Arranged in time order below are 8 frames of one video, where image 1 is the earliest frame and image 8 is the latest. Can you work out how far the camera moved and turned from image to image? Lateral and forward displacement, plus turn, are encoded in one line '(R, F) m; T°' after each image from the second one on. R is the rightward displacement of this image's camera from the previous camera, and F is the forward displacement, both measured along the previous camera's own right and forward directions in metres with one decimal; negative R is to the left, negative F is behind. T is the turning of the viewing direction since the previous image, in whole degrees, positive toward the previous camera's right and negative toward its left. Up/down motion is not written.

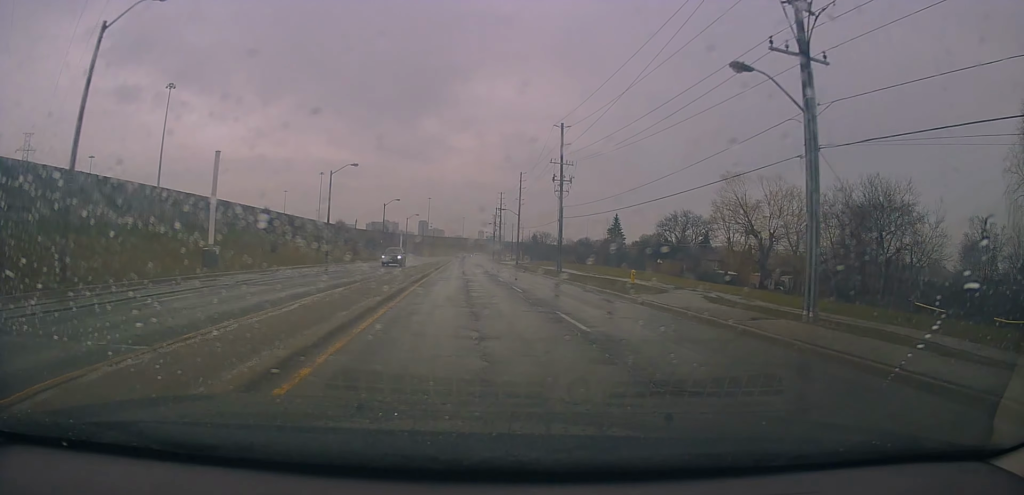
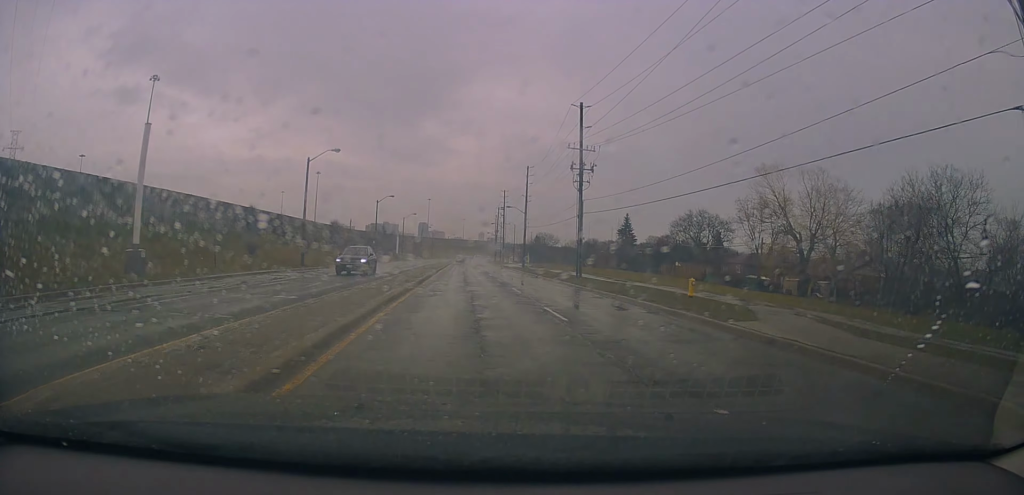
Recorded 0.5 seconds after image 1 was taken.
(0.0, +9.4) m; +1°
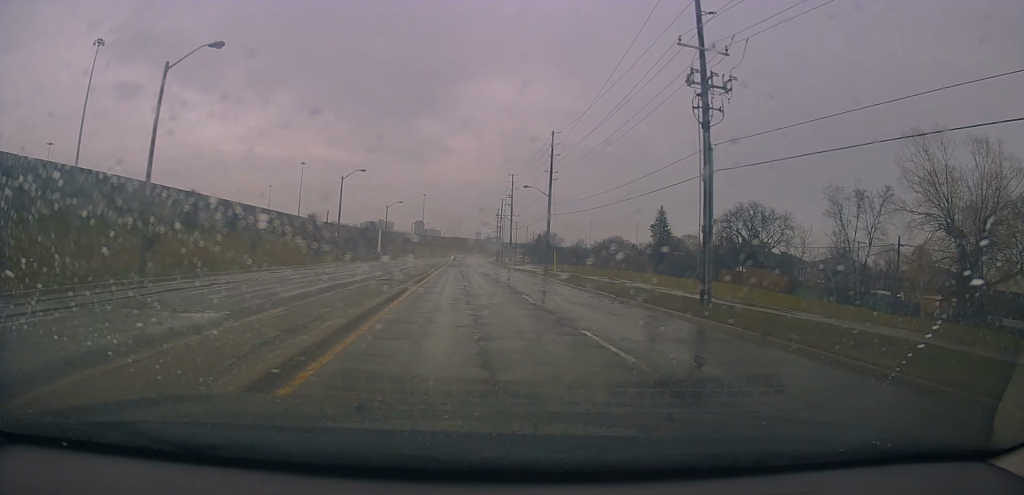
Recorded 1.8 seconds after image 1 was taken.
(+0.8, +24.6) m; +2°
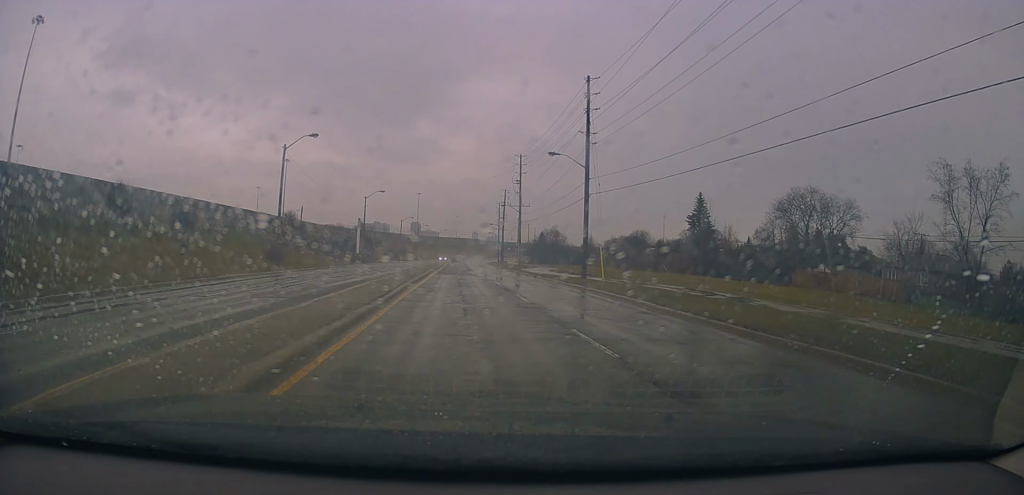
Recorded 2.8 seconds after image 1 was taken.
(-0.1, +19.7) m; -1°
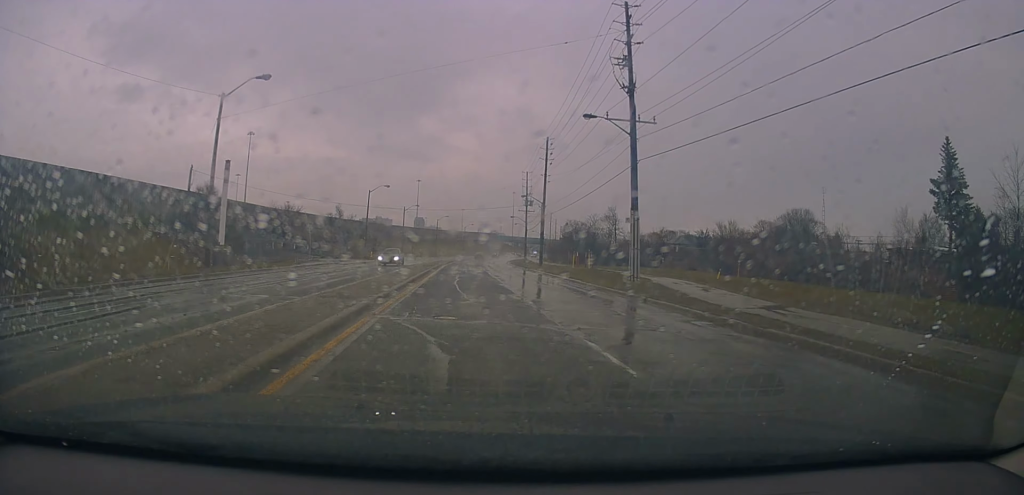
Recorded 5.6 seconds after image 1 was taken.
(-0.5, +51.4) m; +2°
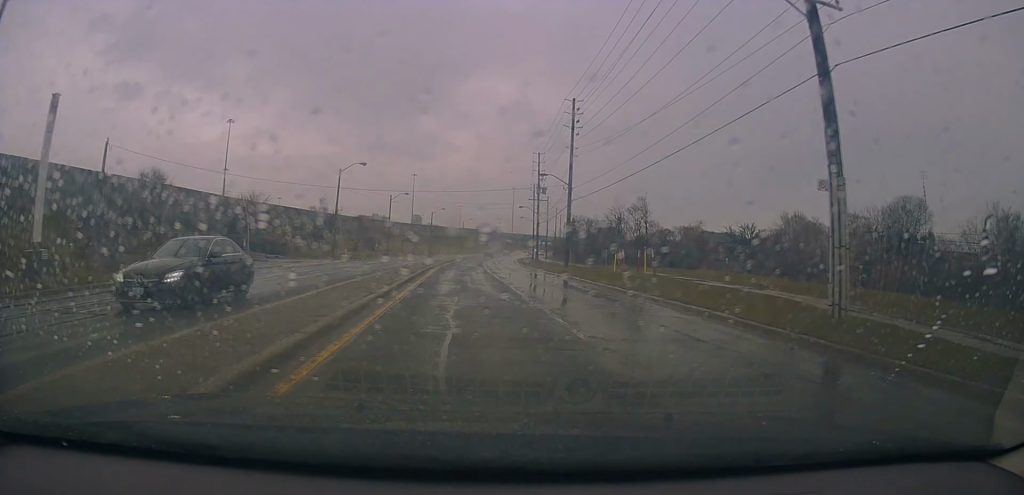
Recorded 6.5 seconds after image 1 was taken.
(+0.2, +17.2) m; 0°
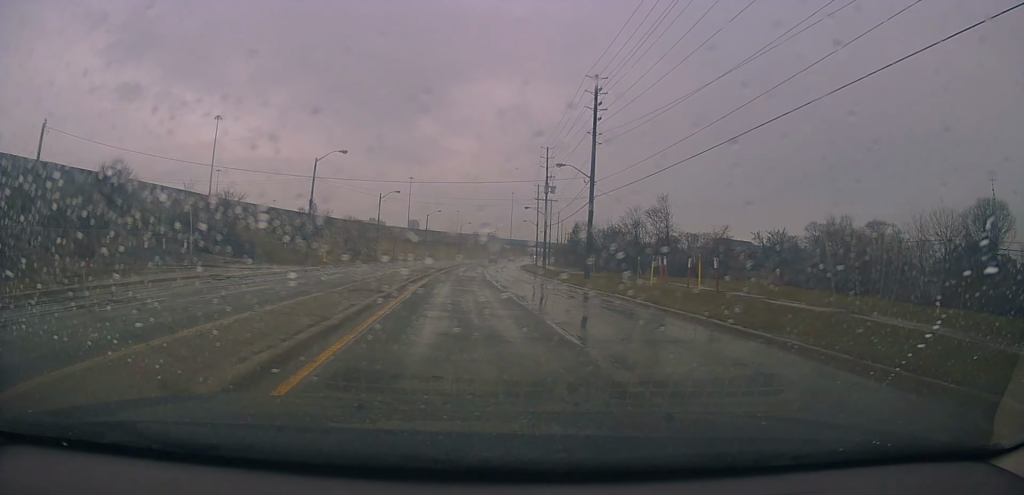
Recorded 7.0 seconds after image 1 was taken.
(-0.1, +9.1) m; -1°
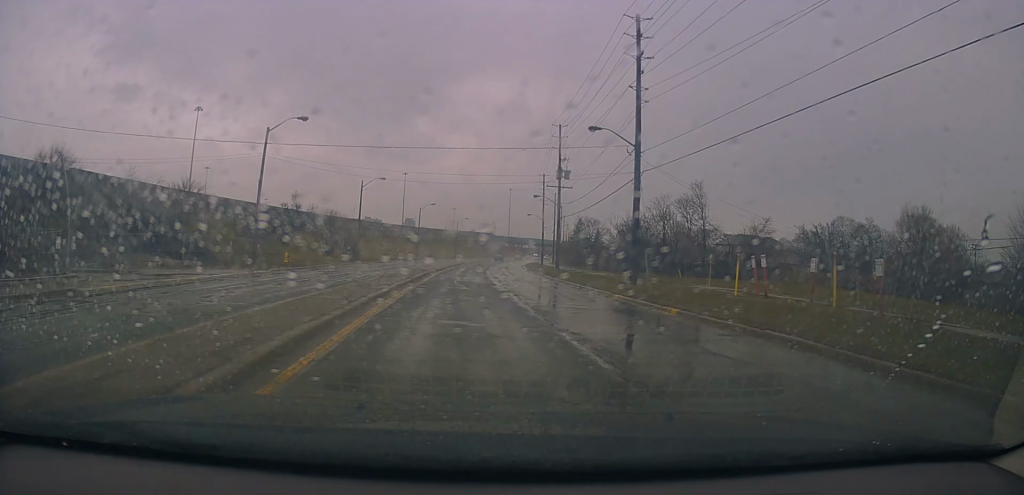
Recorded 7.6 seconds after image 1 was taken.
(-0.1, +11.8) m; 0°
